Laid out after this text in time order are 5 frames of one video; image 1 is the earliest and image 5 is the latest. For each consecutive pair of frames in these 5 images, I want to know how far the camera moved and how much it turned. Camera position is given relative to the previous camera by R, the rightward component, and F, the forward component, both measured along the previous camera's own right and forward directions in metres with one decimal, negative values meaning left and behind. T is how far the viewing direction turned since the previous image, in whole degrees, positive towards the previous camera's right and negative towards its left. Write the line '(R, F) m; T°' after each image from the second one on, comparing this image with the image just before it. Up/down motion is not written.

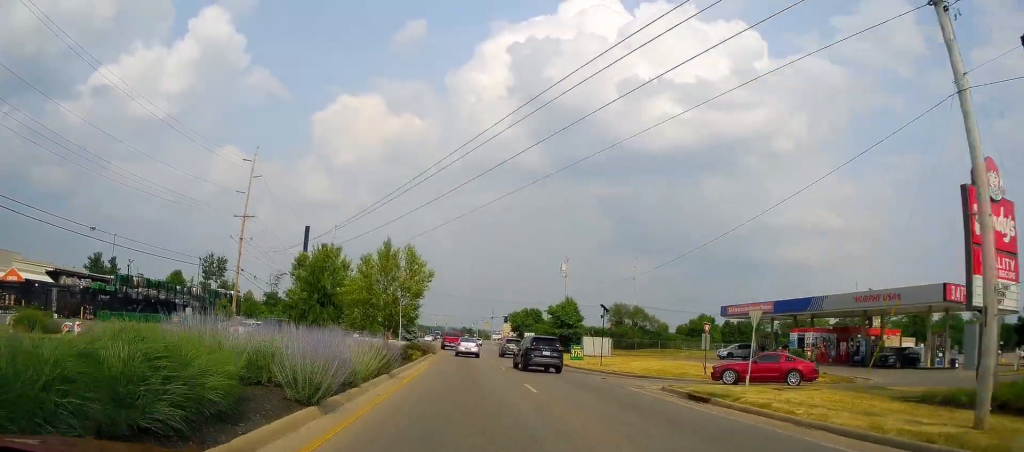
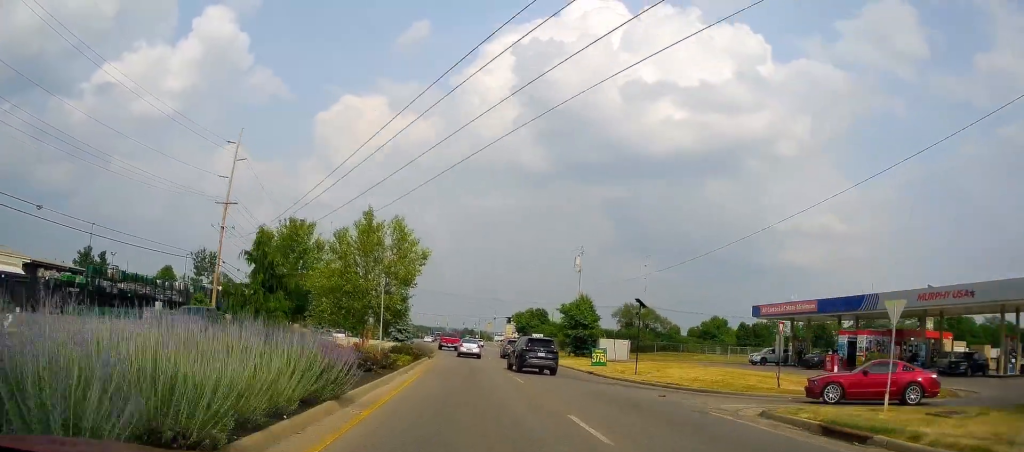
(0.0, +7.5) m; 0°
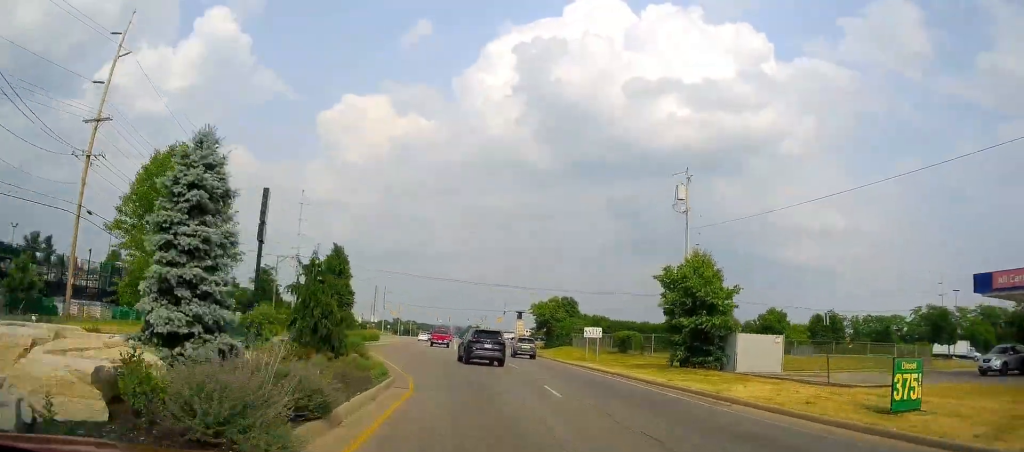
(-0.2, +30.0) m; -4°
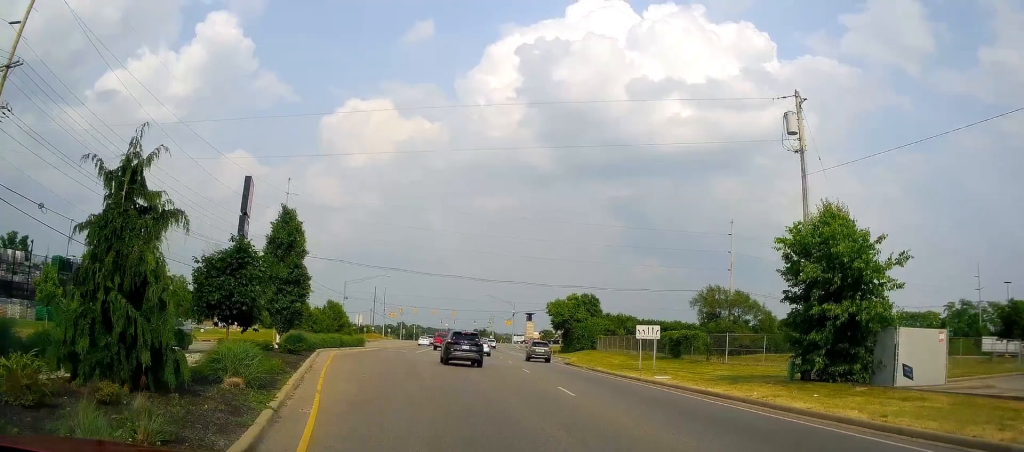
(-0.4, +12.3) m; 0°
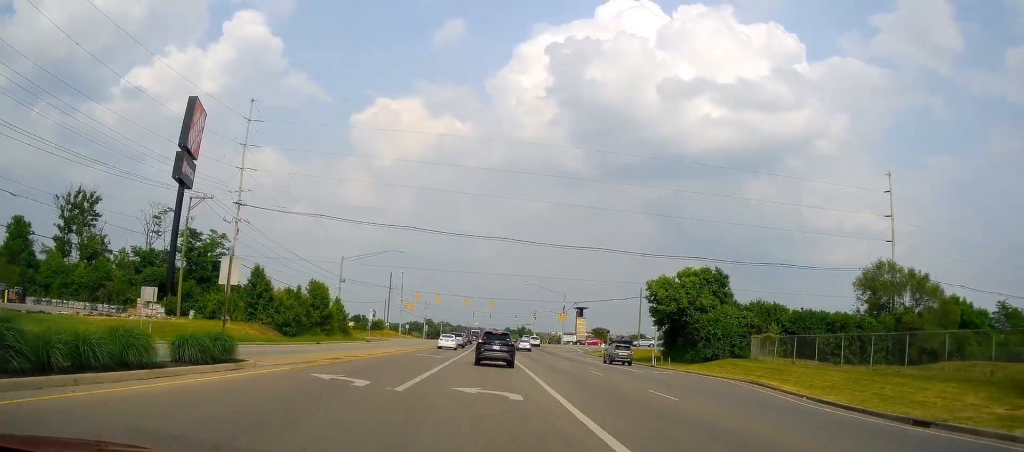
(+0.2, +35.5) m; 0°
